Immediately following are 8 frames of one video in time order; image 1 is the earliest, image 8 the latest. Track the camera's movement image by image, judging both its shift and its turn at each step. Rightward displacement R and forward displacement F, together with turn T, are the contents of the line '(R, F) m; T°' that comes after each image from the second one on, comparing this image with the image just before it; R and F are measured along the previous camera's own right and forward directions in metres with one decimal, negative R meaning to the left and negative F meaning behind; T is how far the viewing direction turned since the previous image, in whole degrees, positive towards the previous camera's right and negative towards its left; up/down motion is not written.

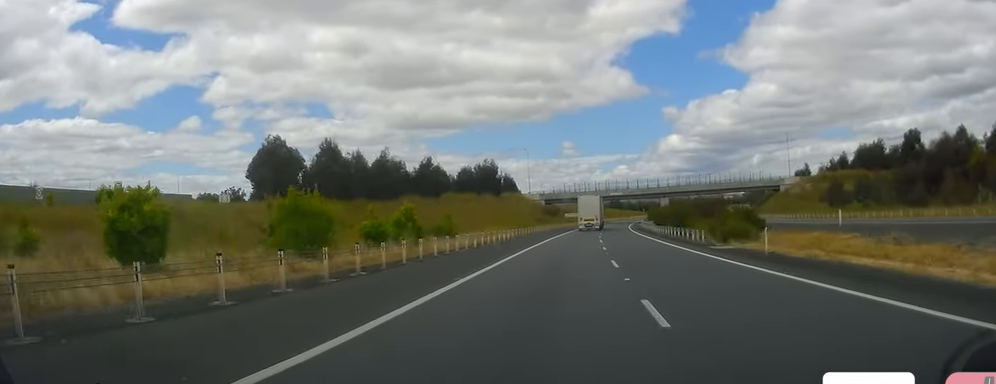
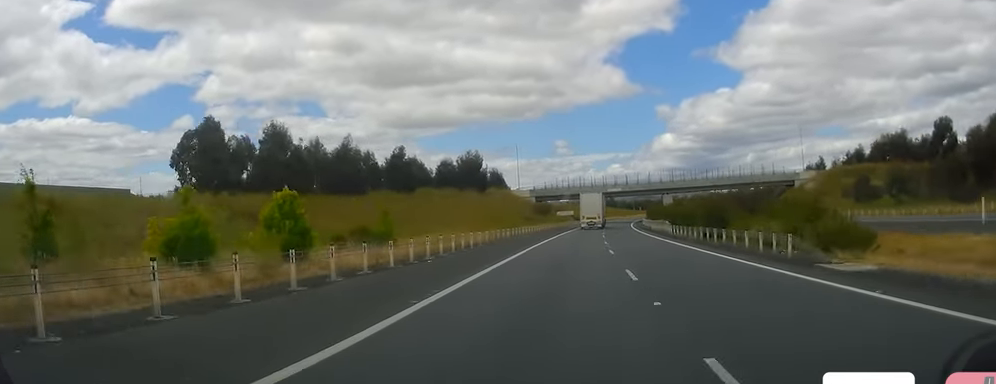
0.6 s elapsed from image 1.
(-0.2, +17.2) m; 0°
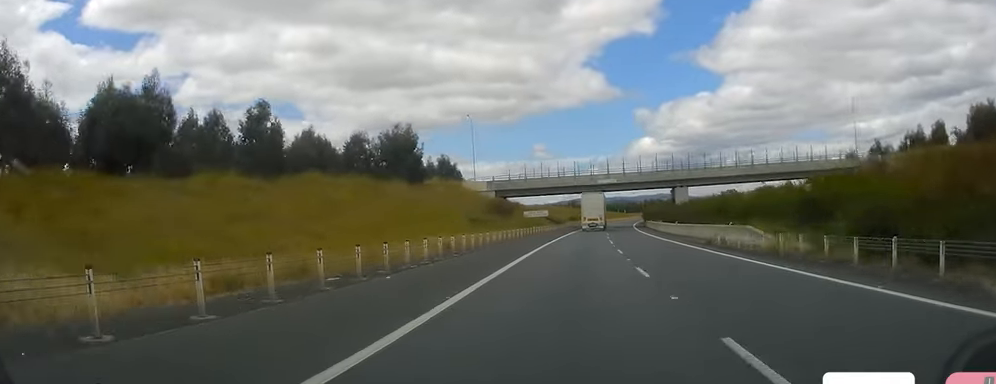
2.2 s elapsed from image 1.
(+0.8, +46.8) m; +1°
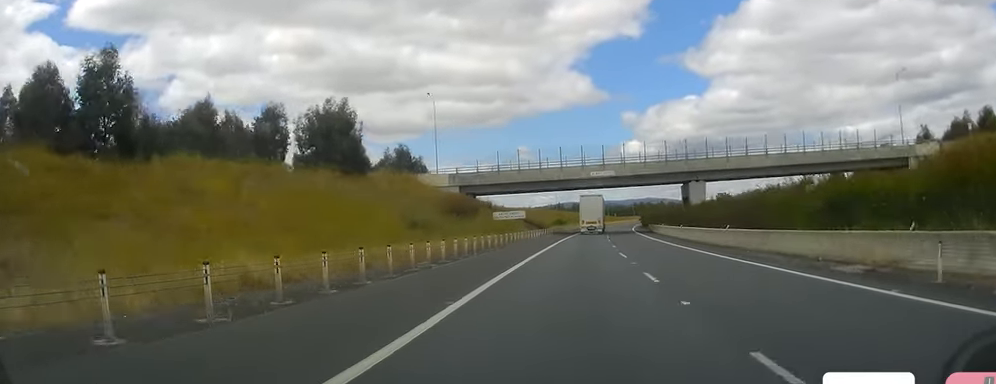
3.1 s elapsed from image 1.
(0.0, +24.9) m; +1°
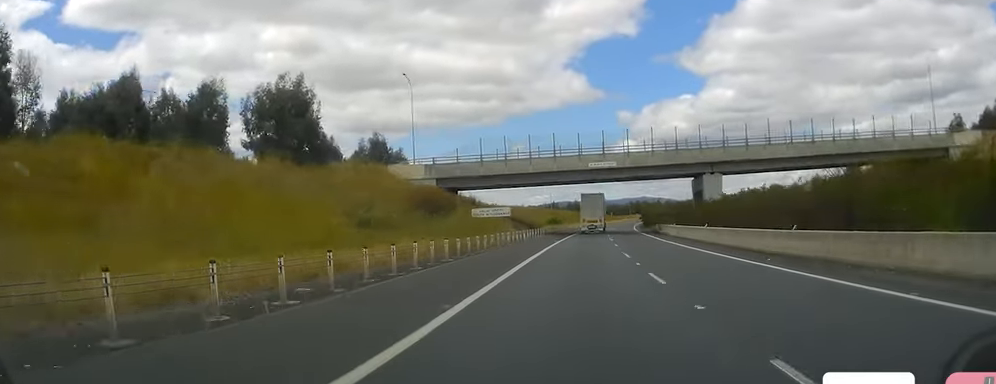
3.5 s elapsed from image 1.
(-0.2, +12.4) m; +1°
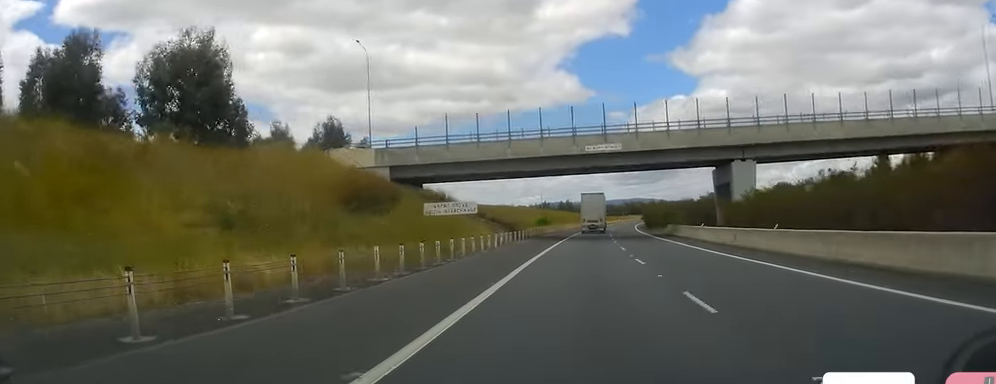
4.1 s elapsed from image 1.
(+0.6, +17.2) m; +1°
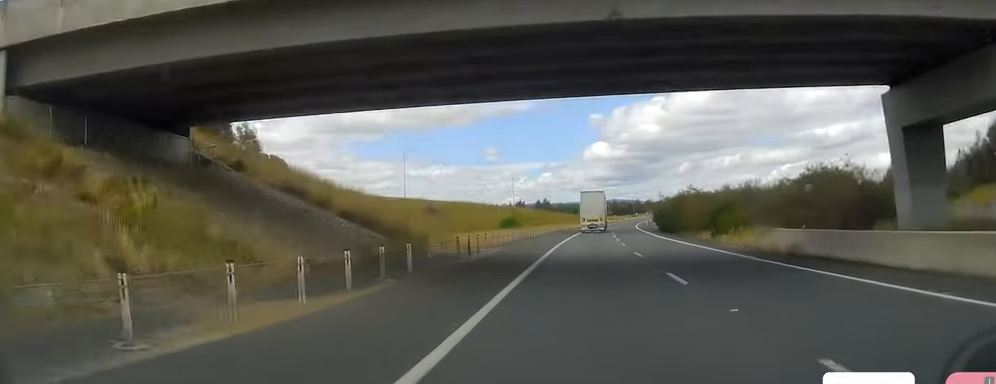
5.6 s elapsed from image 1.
(+0.5, +43.1) m; 0°
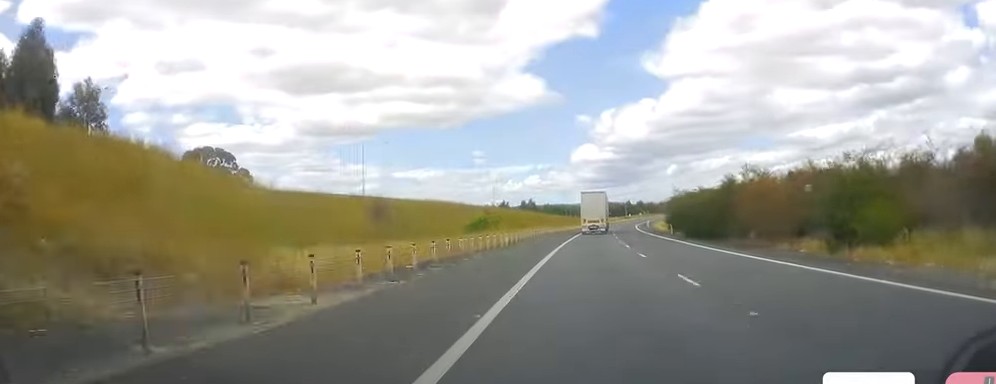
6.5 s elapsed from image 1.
(-0.5, +24.8) m; +2°
